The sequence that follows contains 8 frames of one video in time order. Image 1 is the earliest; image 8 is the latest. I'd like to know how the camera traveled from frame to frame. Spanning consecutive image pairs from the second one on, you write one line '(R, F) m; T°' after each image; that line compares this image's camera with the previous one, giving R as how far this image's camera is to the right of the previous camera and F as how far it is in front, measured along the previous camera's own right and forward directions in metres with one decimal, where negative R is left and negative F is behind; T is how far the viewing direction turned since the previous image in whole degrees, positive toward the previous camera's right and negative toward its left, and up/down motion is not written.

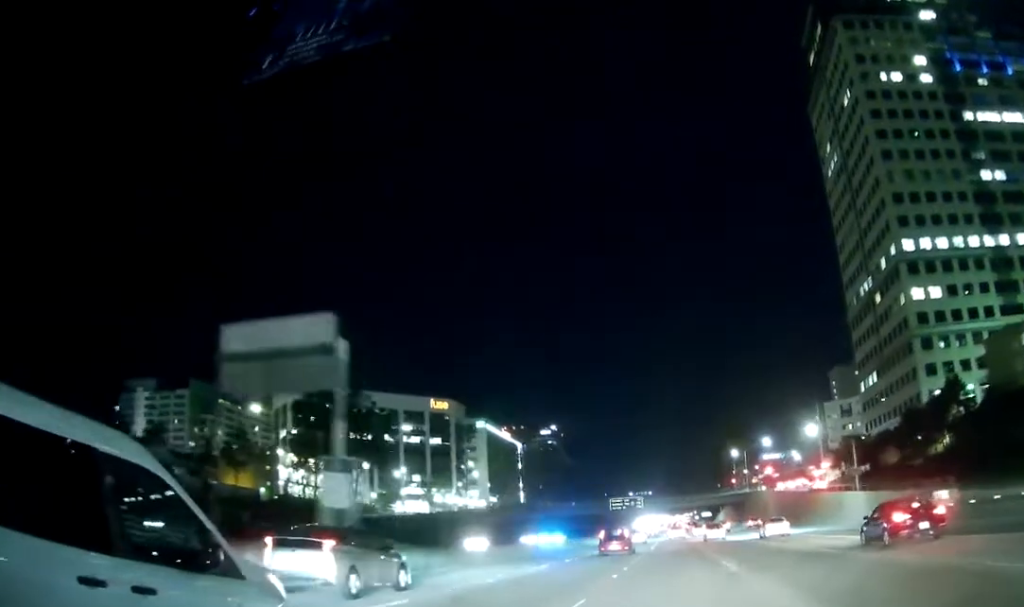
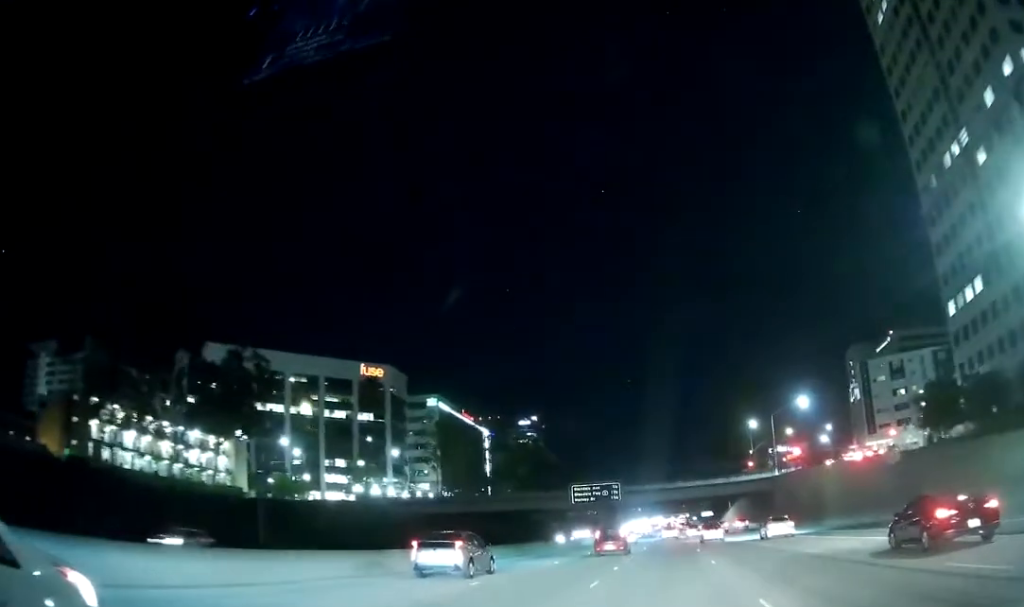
(+0.2, +52.1) m; 0°
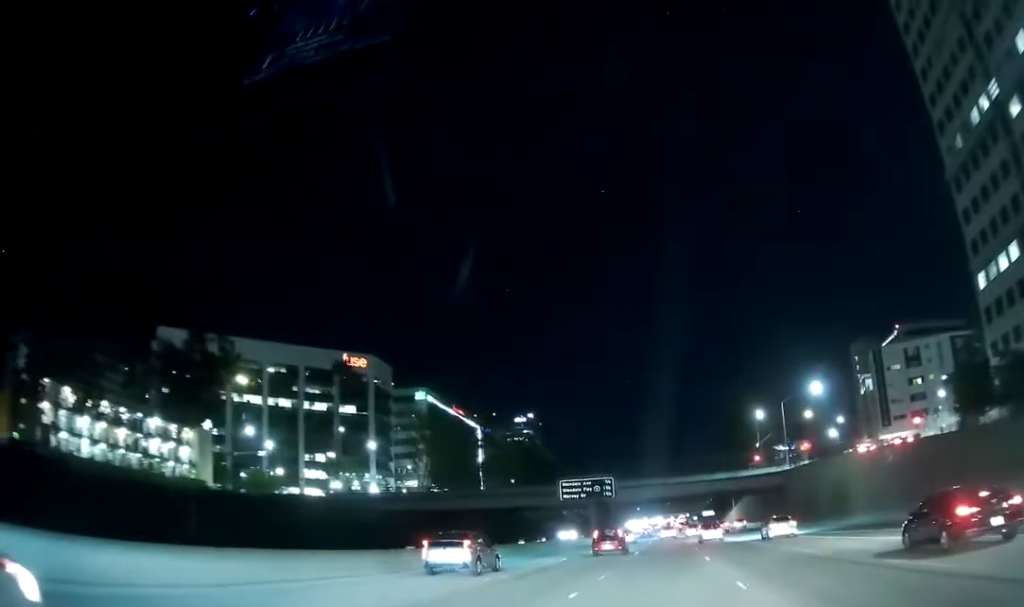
(0.0, +10.4) m; 0°
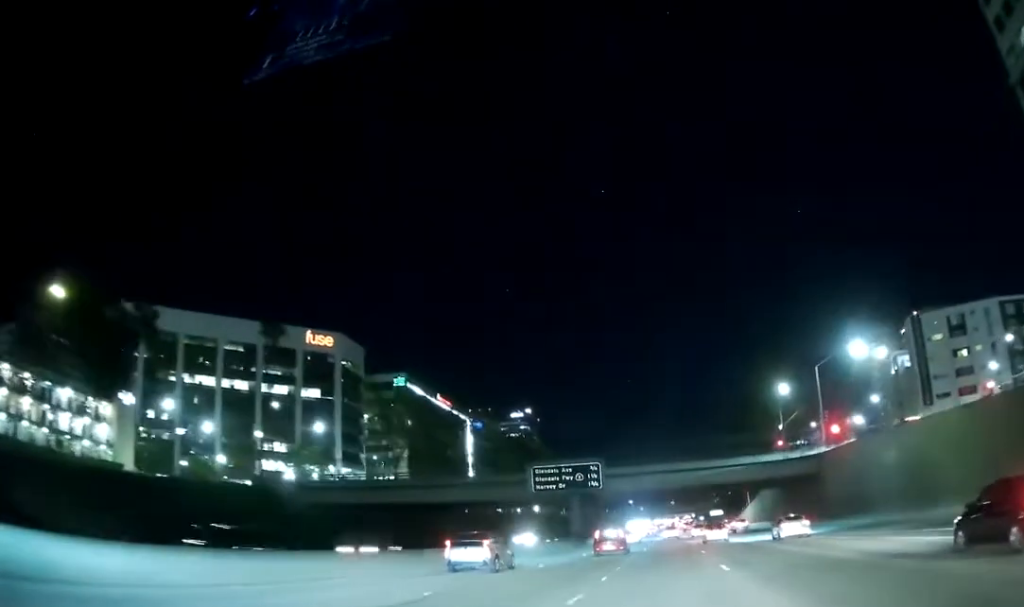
(-0.1, +21.8) m; 0°
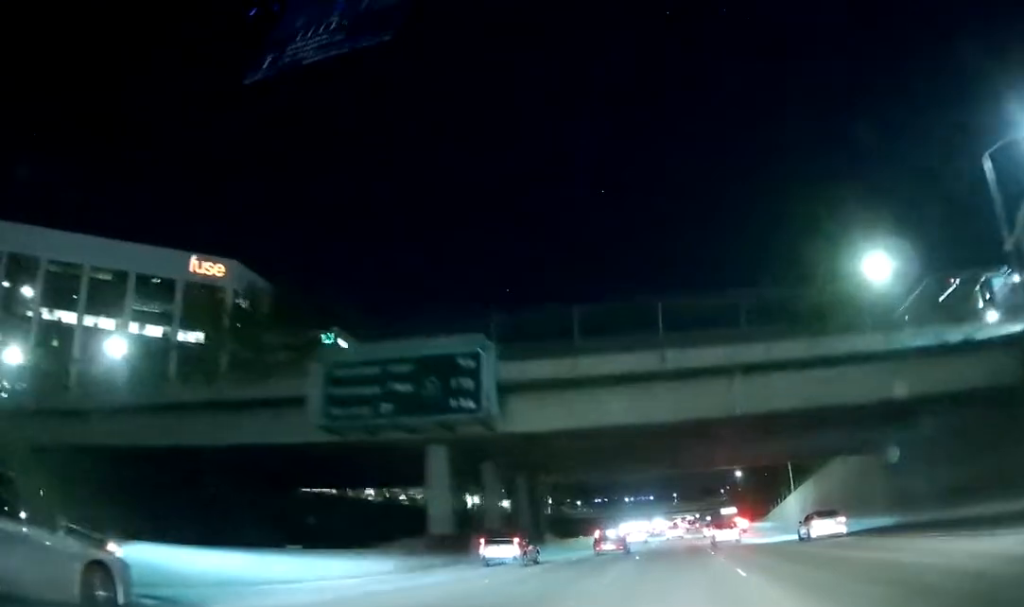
(0.0, +46.0) m; 0°
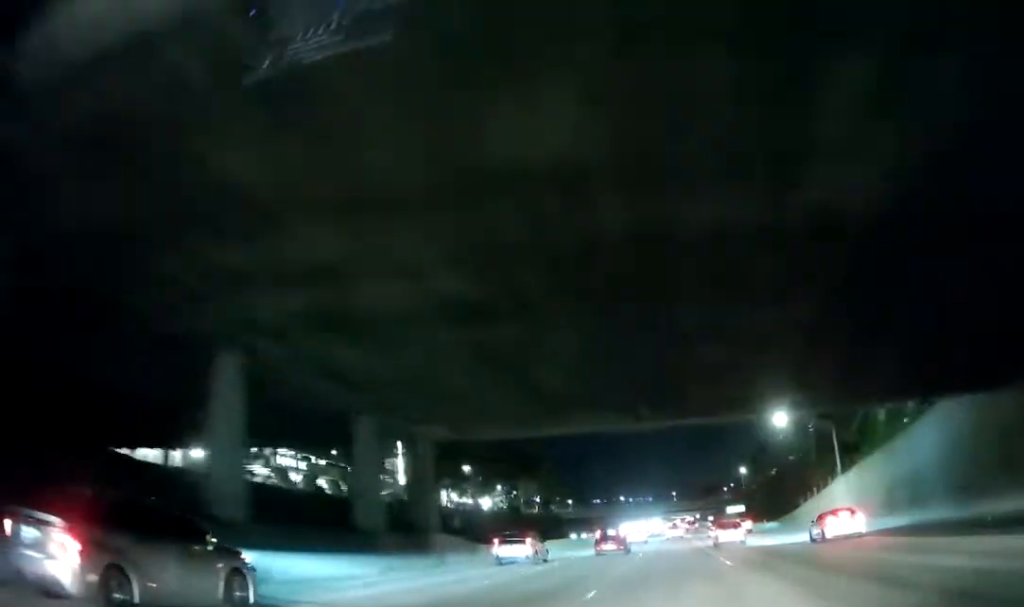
(+0.1, +24.3) m; 0°
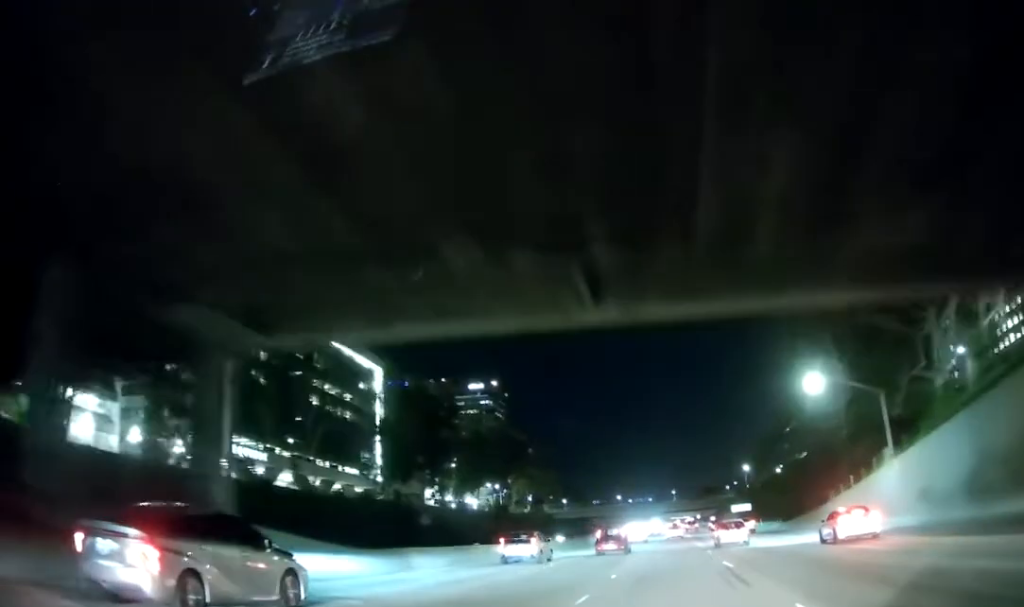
(0.0, +15.3) m; 0°
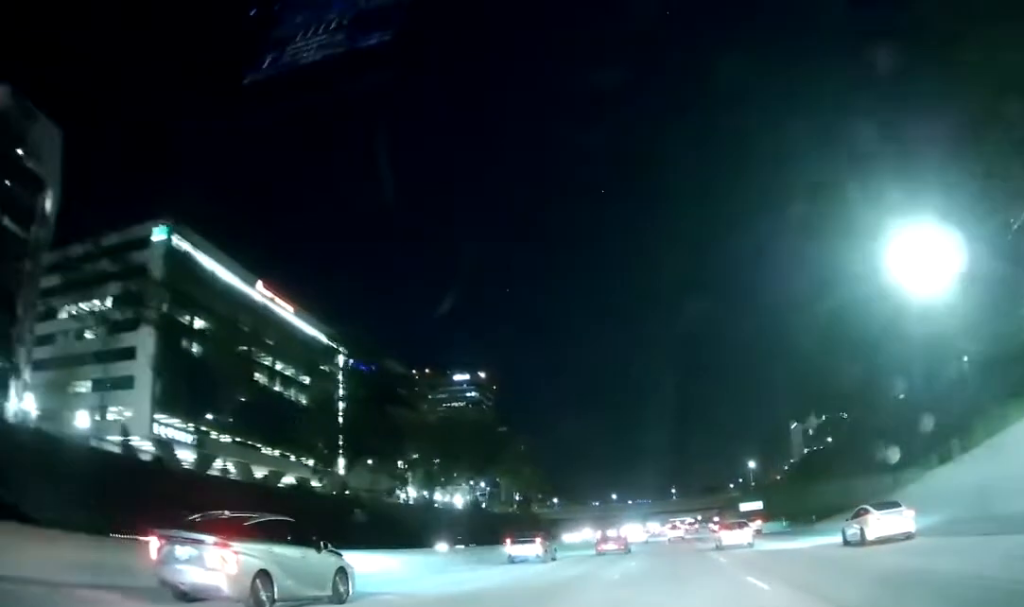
(0.0, +21.8) m; 0°
